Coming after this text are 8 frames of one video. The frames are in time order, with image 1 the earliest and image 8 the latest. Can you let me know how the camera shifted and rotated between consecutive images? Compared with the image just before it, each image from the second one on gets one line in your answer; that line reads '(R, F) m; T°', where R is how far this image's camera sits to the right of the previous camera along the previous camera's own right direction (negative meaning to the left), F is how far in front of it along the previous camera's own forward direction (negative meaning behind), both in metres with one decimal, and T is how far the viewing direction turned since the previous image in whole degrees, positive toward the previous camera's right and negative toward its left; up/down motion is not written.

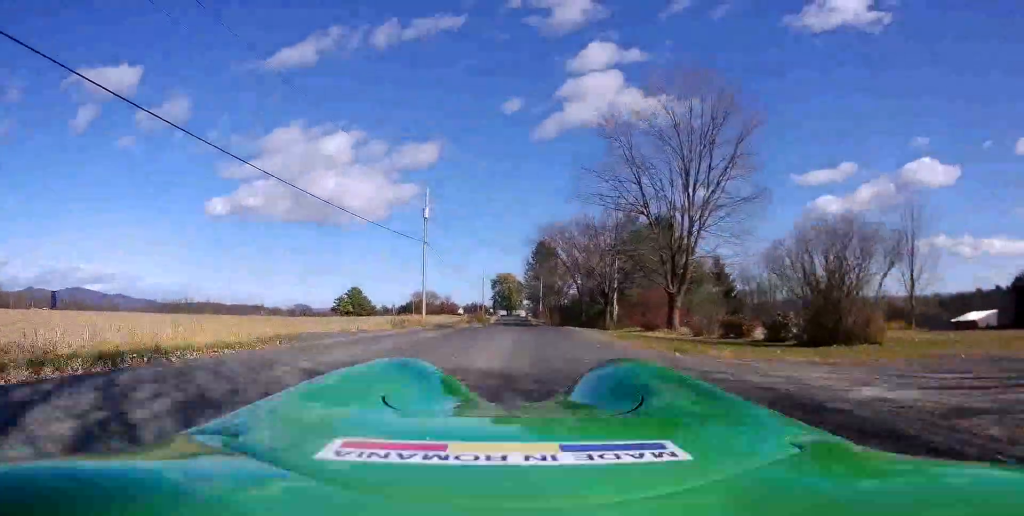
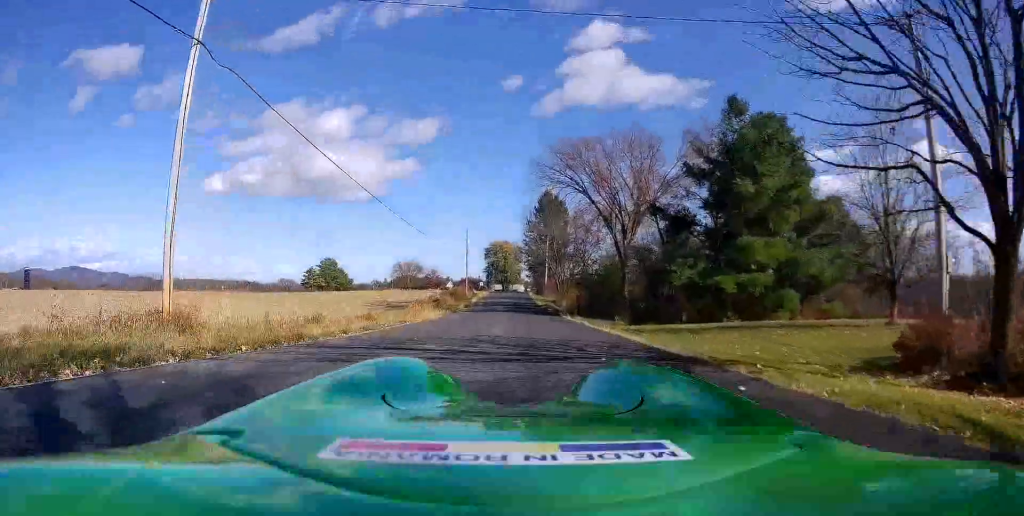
(+1.7, +36.7) m; +4°
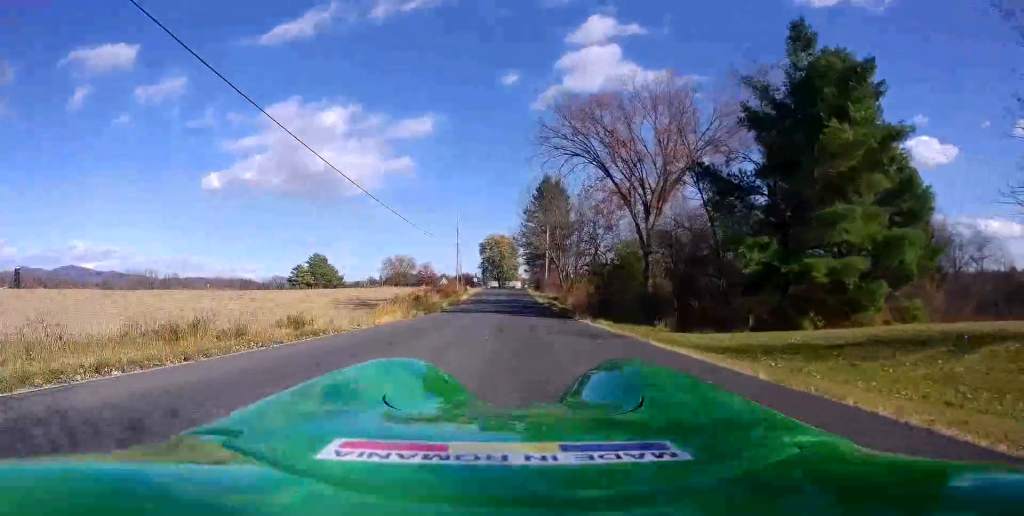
(+0.2, +10.1) m; -4°
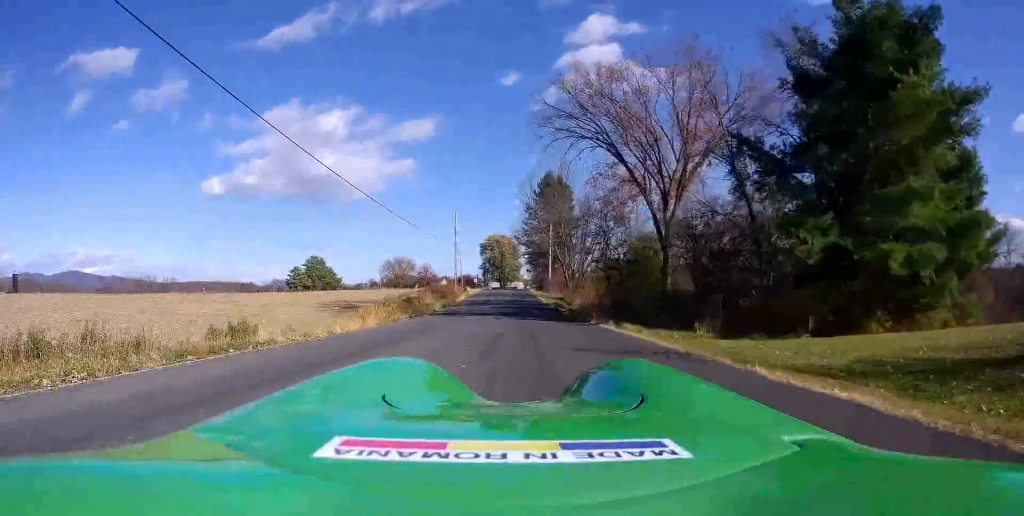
(-0.3, +5.1) m; 0°
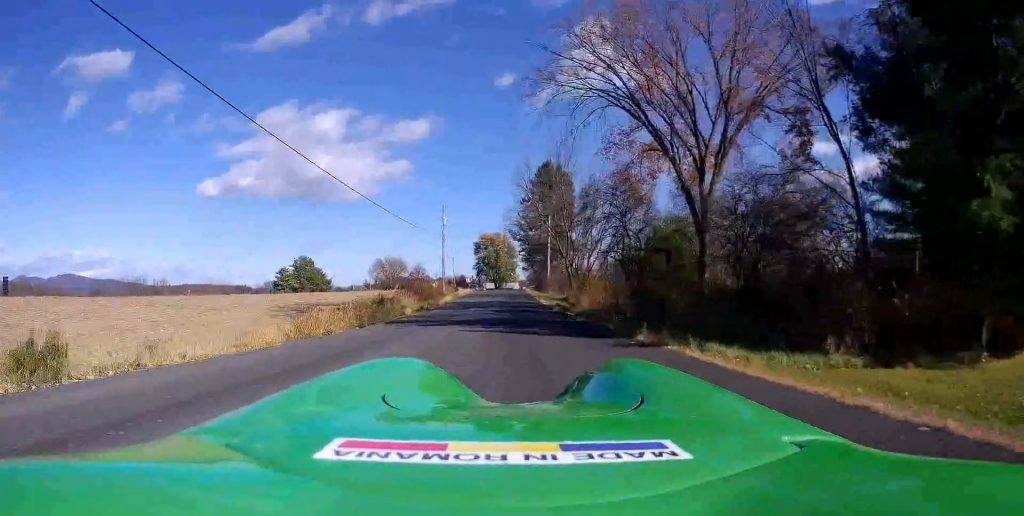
(-0.8, +8.2) m; 0°
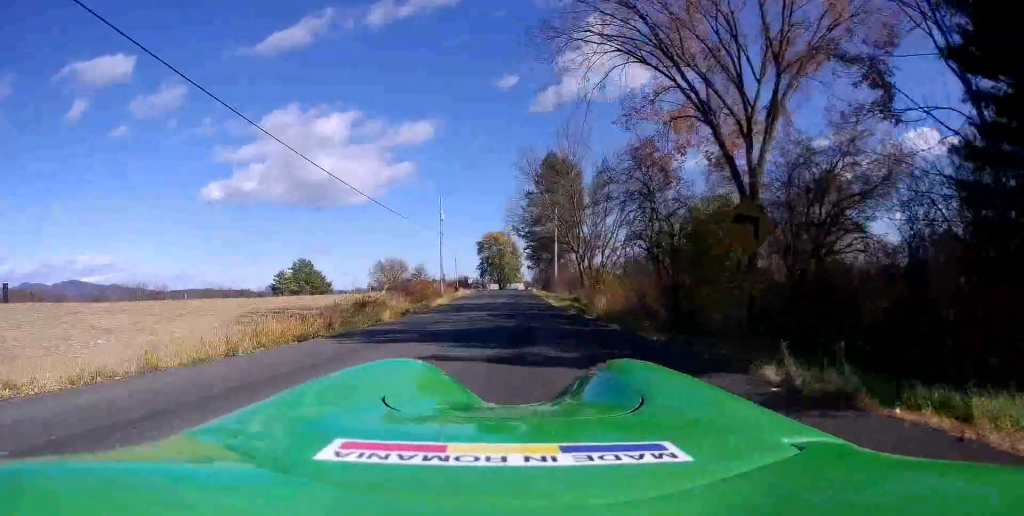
(+0.5, +5.6) m; +2°
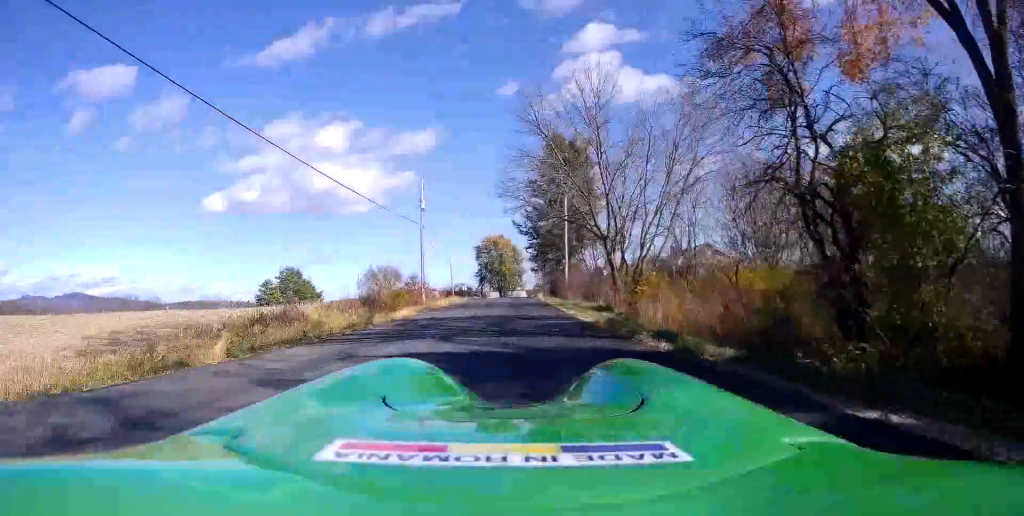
(+0.7, +13.4) m; +3°
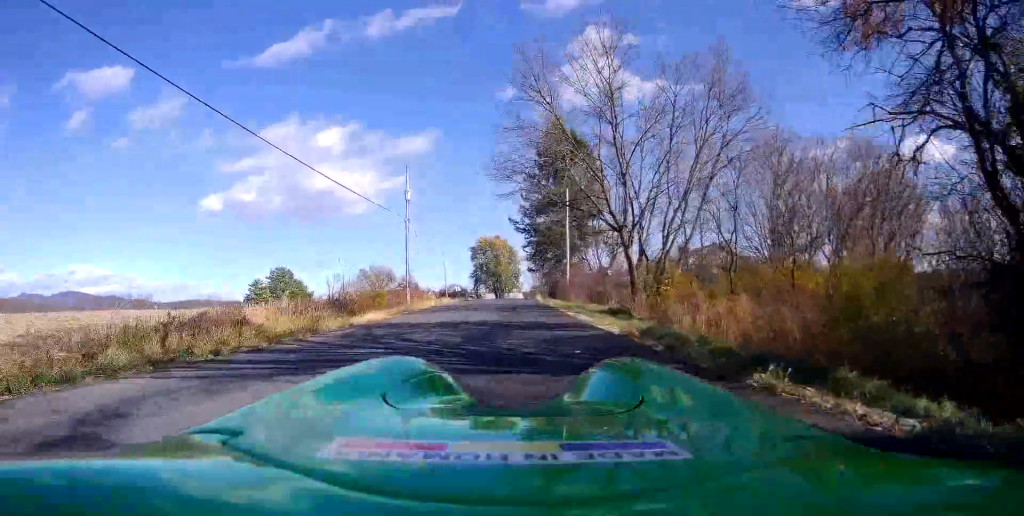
(0.0, +5.7) m; 0°
